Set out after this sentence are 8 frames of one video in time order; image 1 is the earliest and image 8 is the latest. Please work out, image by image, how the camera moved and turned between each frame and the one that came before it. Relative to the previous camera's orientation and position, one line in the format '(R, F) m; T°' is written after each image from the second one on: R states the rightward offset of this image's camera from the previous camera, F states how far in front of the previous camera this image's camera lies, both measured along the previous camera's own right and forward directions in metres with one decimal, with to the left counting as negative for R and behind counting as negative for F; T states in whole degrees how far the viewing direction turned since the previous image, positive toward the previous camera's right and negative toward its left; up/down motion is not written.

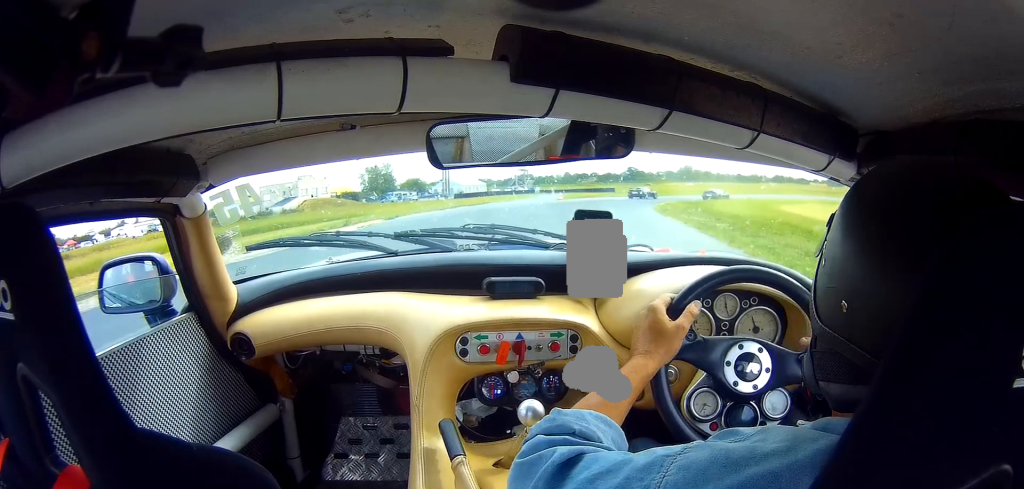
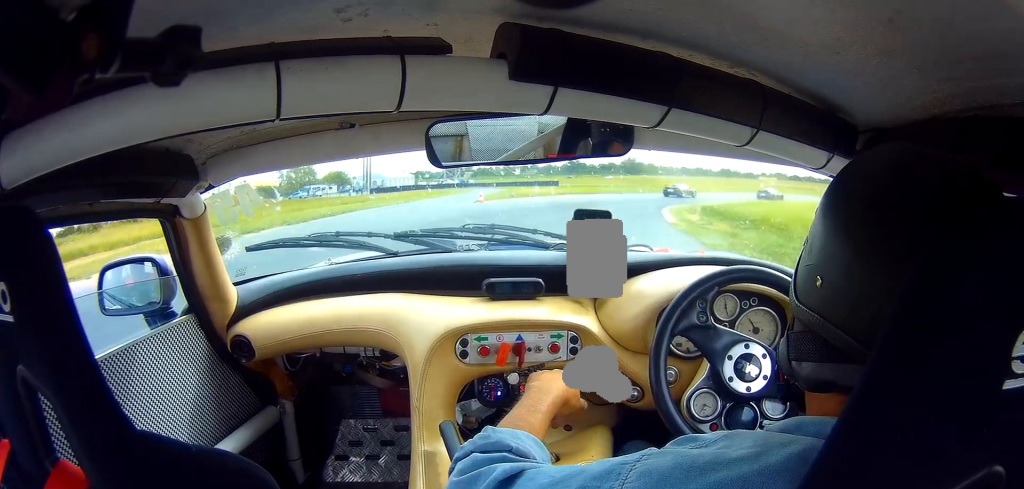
(+0.5, +18.5) m; +6°
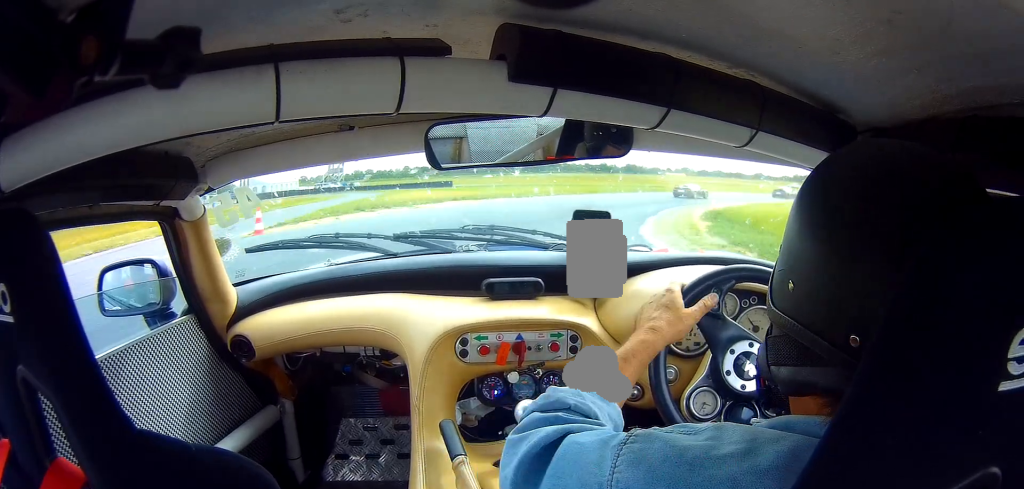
(+0.3, +16.4) m; +8°
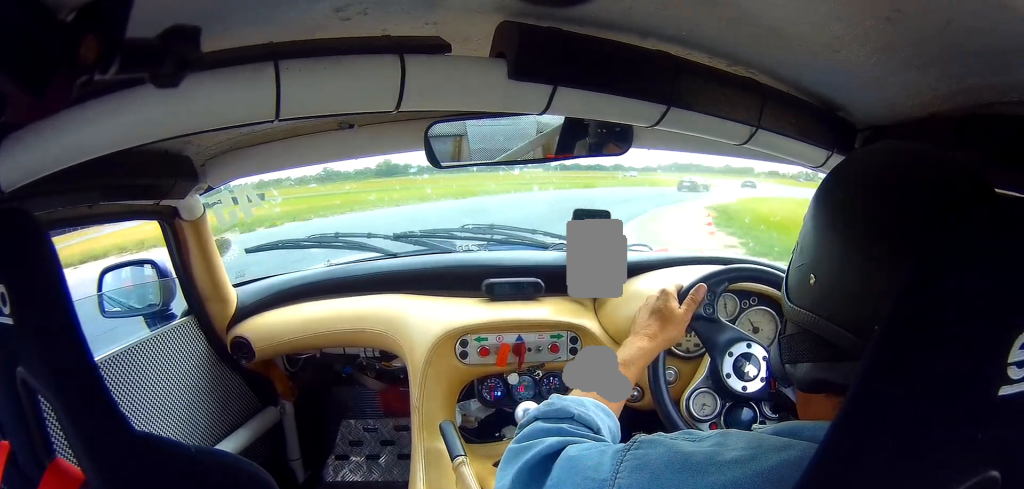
(+1.1, +21.1) m; +16°
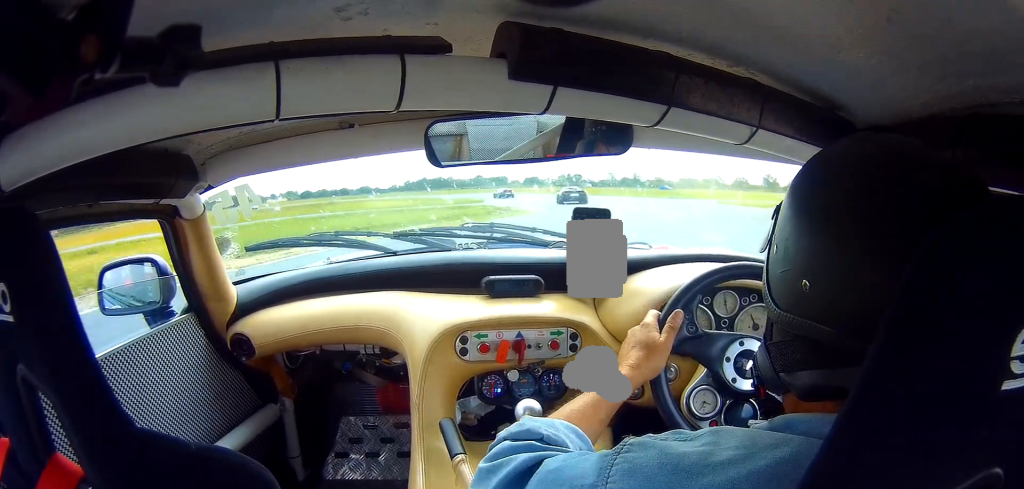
(+10.5, +38.5) m; +16°
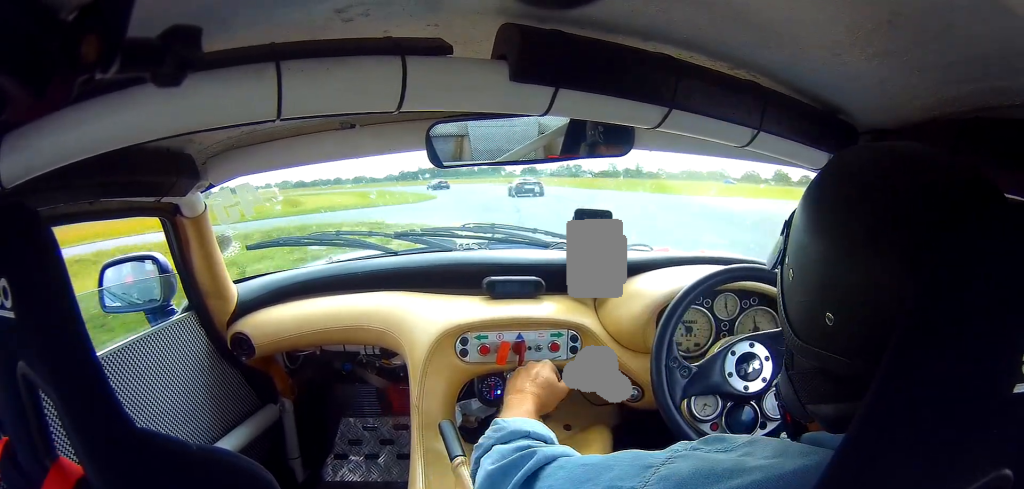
(+0.5, +18.9) m; -1°
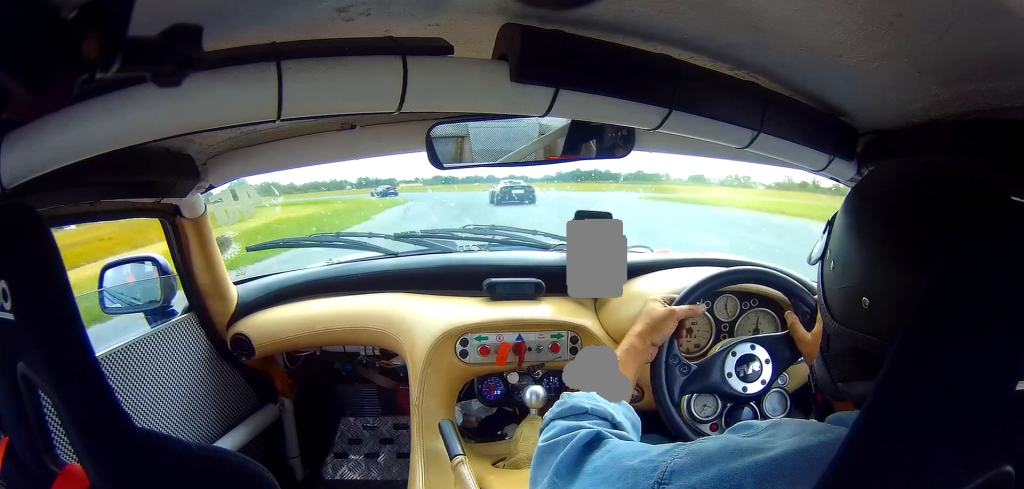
(-5.3, +44.0) m; -16°
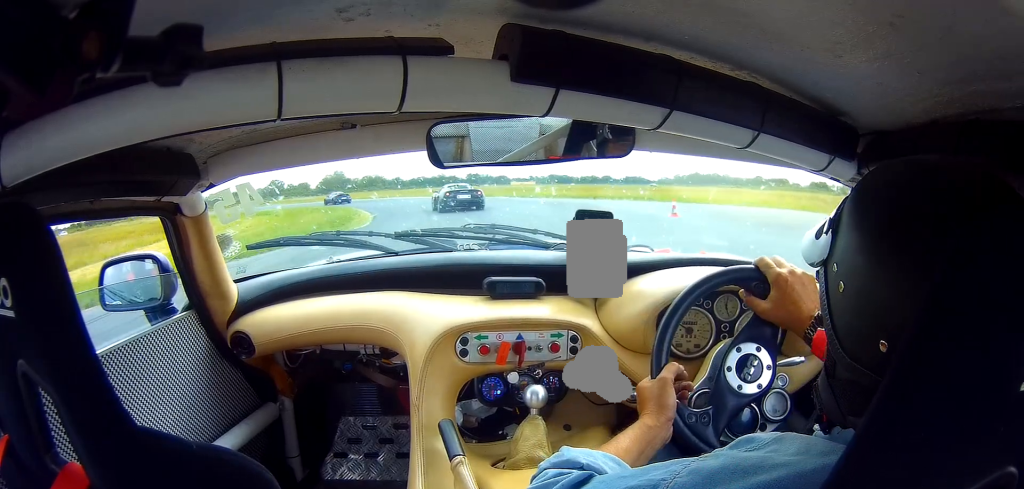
(-2.4, +24.1) m; -13°
